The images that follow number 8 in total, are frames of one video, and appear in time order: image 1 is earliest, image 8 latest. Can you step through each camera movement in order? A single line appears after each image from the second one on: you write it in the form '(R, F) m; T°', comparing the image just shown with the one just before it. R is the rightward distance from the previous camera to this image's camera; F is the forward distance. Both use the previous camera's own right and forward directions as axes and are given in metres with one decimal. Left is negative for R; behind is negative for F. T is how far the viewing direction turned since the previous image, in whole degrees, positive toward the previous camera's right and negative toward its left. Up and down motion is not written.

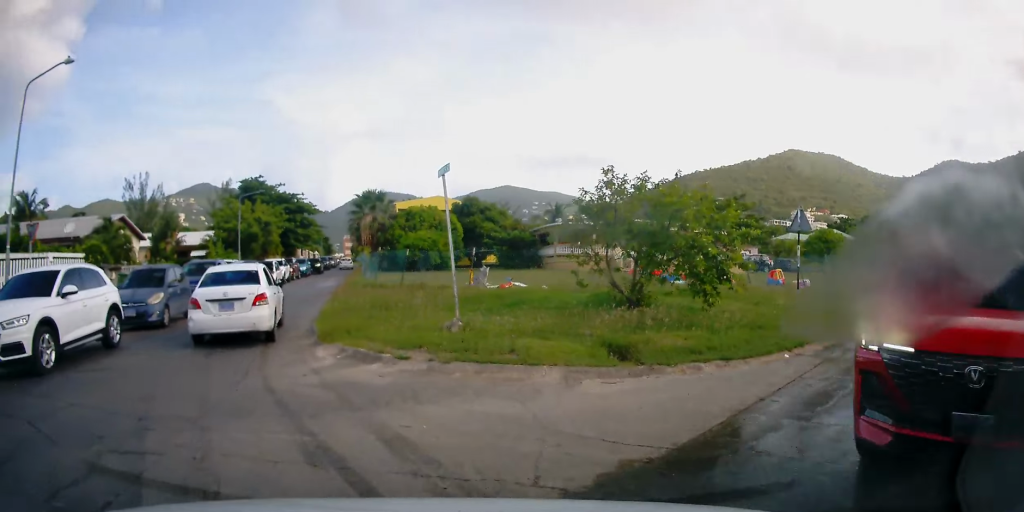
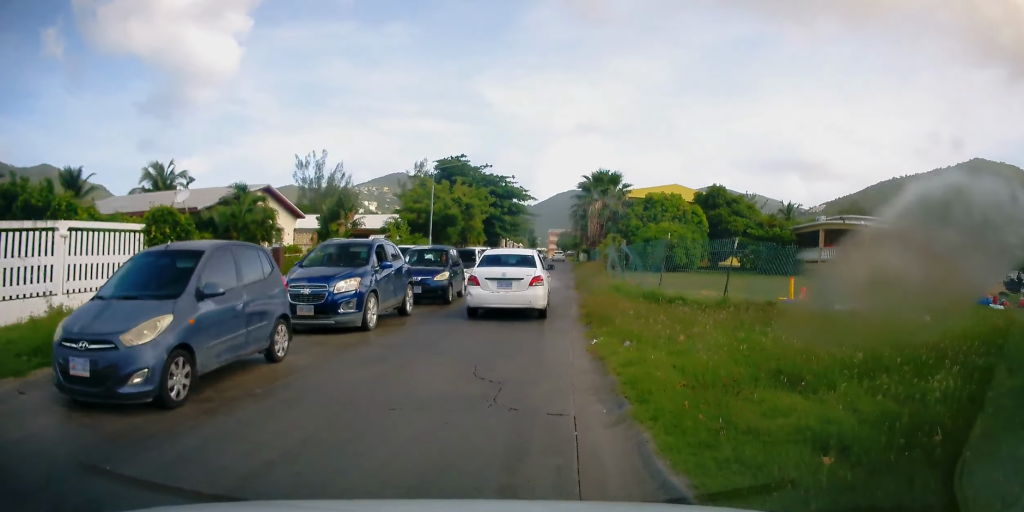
(-1.0, +7.7) m; -10°
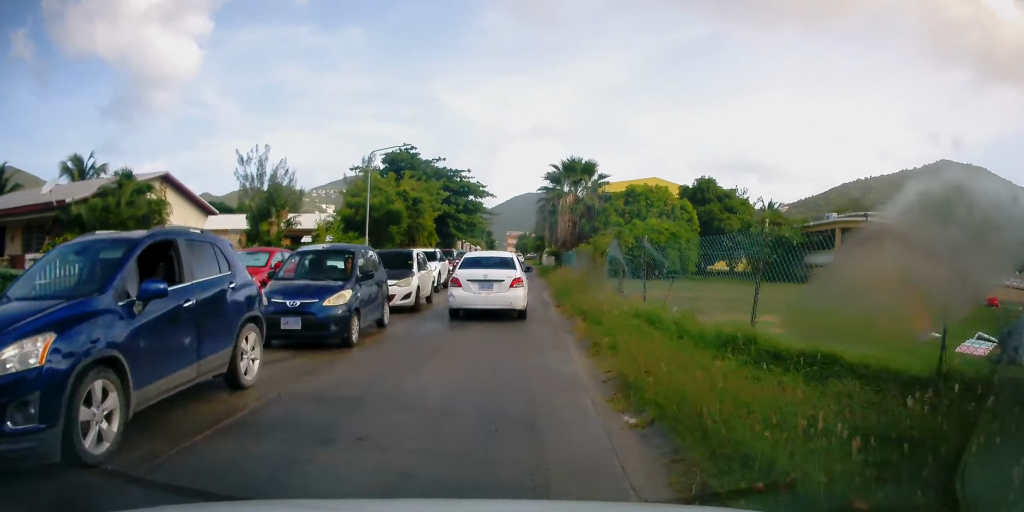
(-0.1, +5.8) m; -2°
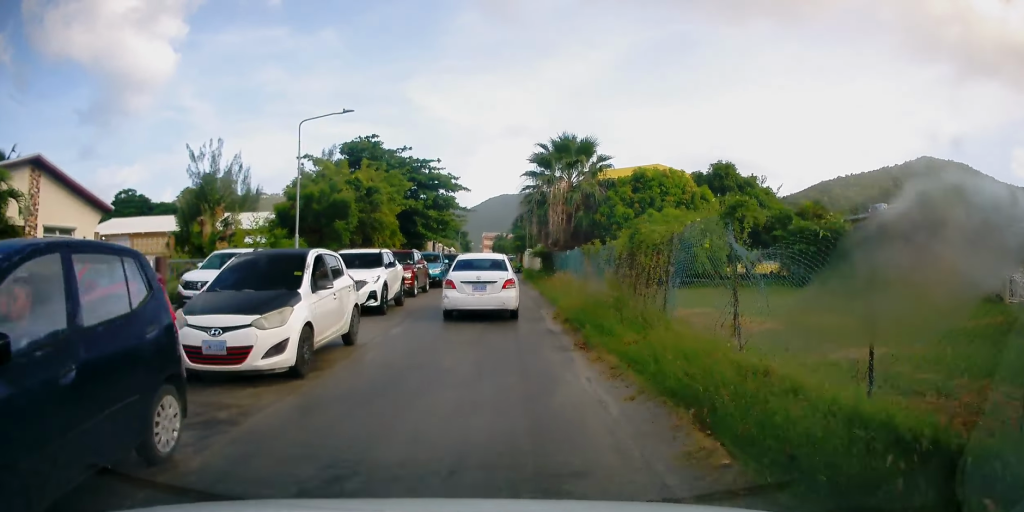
(-0.1, +6.7) m; 0°
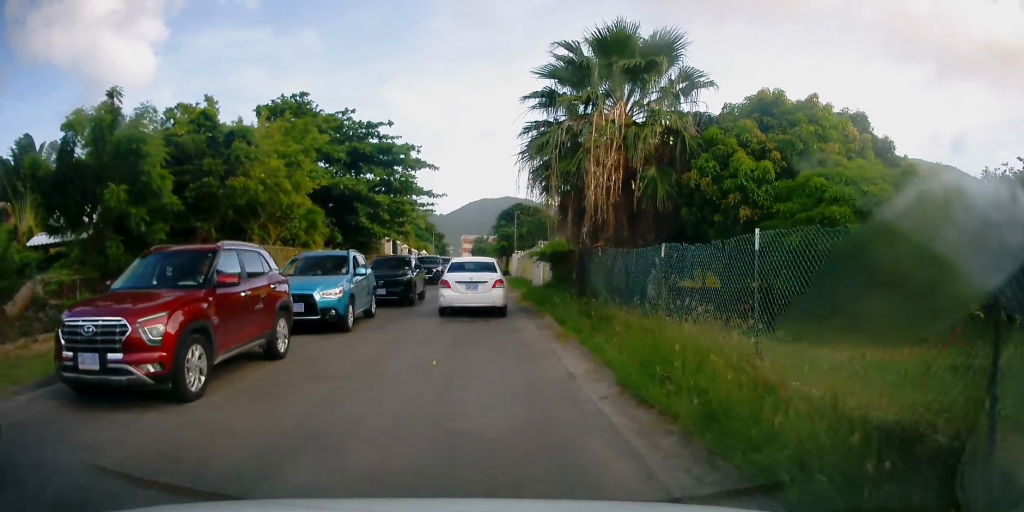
(+0.3, +14.7) m; +2°
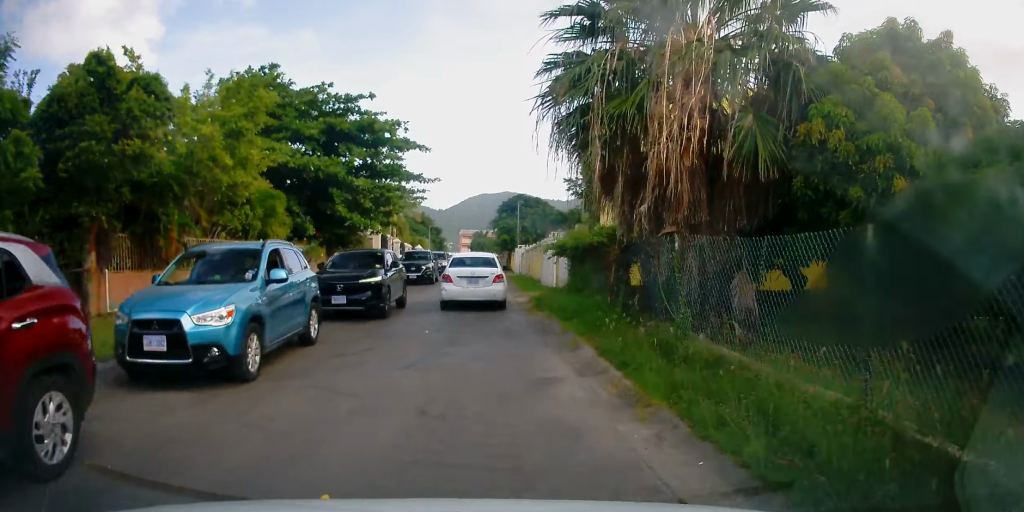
(0.0, +5.2) m; +1°
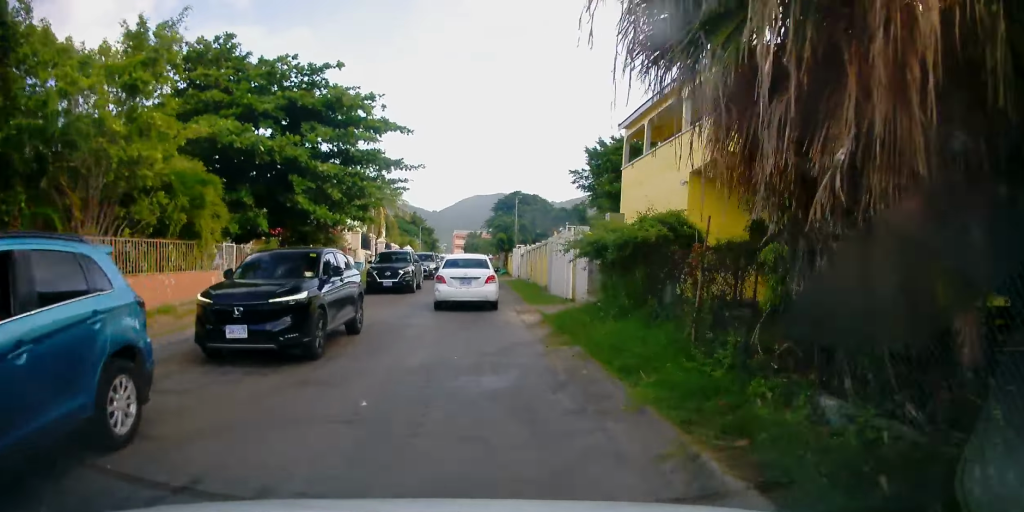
(0.0, +5.3) m; 0°
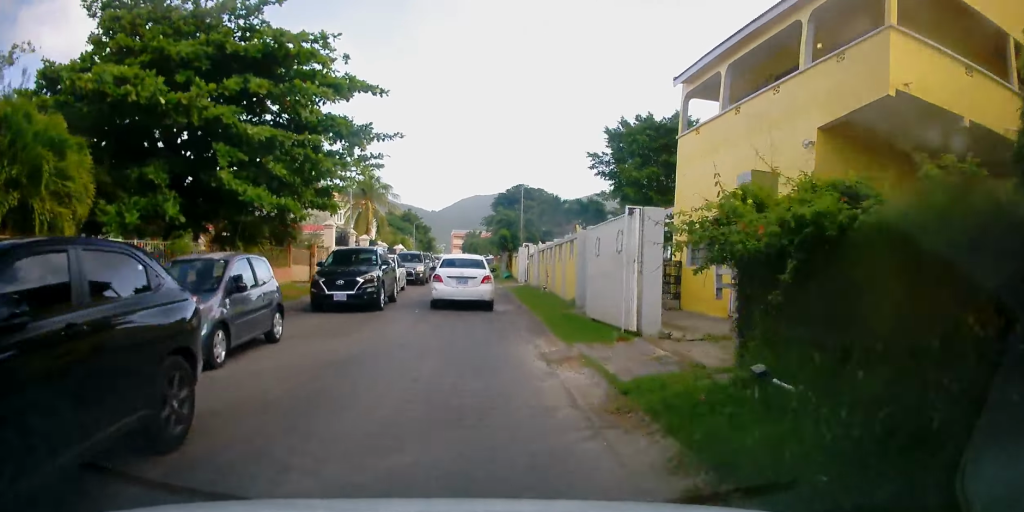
(0.0, +6.6) m; 0°
